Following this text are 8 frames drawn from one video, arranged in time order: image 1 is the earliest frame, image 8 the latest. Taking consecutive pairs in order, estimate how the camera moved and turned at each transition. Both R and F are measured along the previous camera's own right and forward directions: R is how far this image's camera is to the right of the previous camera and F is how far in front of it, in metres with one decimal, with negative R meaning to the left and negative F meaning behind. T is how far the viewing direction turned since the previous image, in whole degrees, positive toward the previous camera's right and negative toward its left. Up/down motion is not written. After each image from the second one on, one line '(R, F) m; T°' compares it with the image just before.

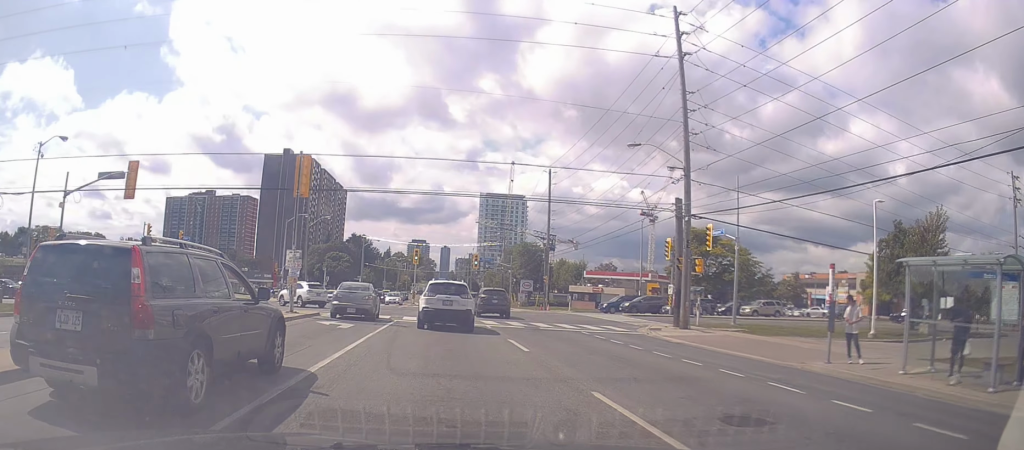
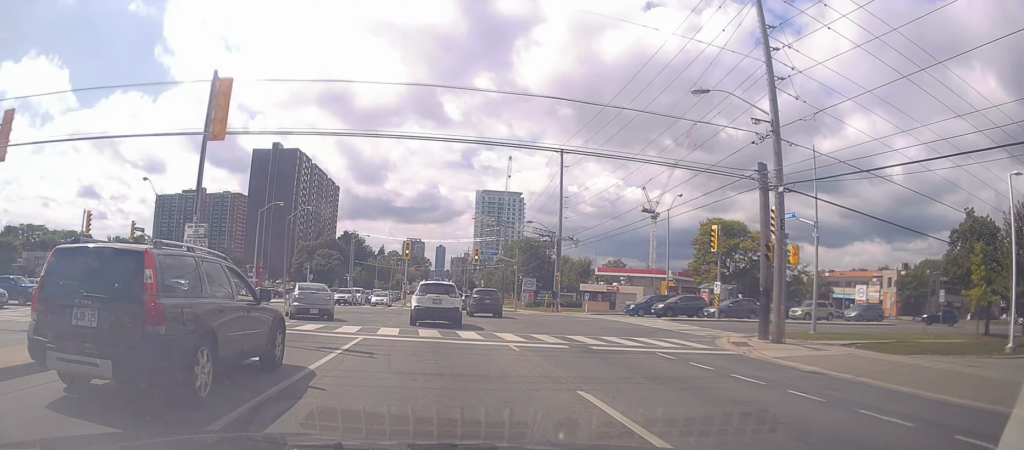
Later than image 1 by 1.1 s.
(+0.1, +8.6) m; +1°
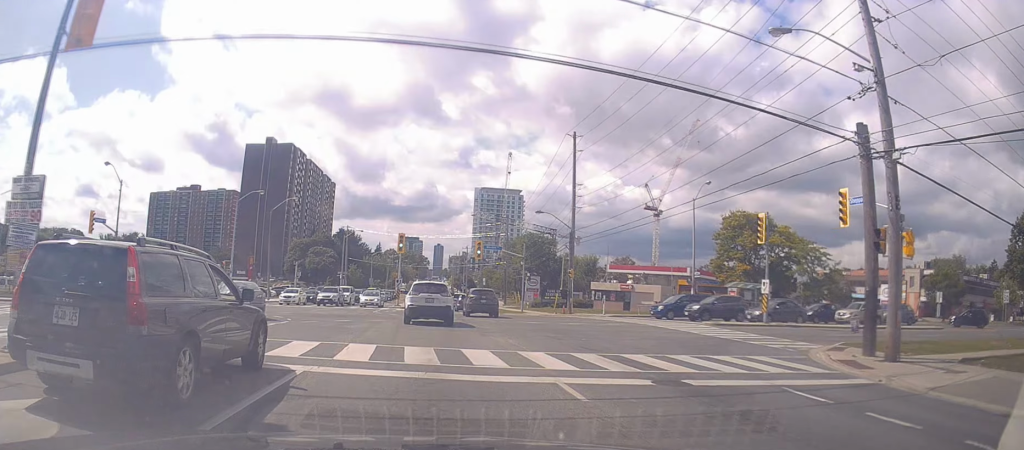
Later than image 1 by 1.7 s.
(+0.1, +5.9) m; -1°
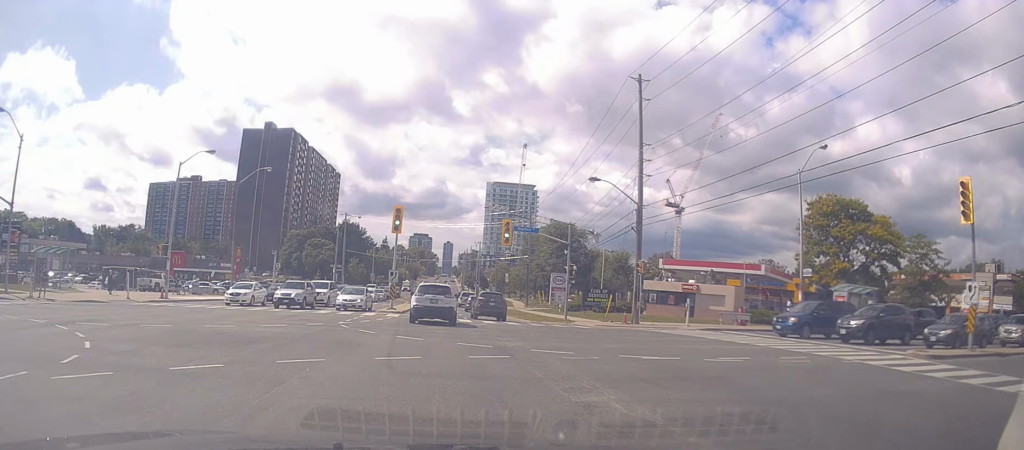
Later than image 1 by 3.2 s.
(-0.4, +14.2) m; -1°
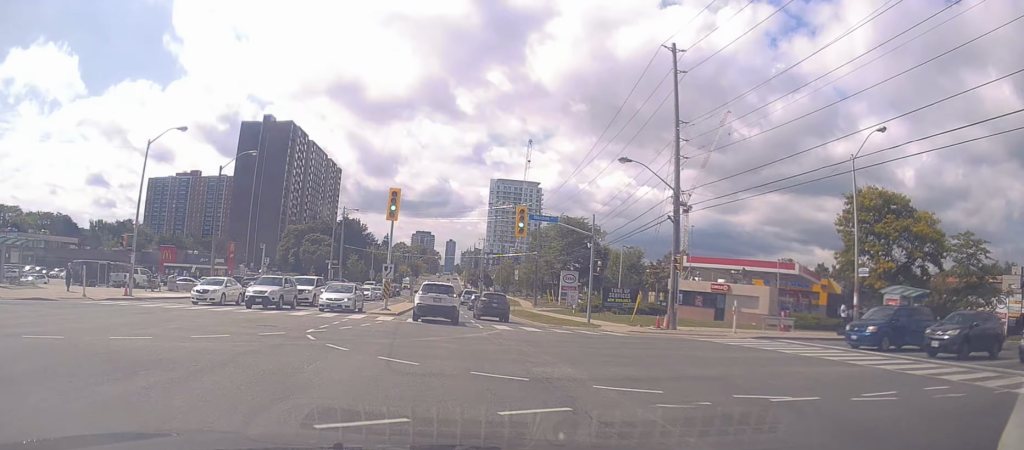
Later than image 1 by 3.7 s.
(0.0, +5.2) m; 0°
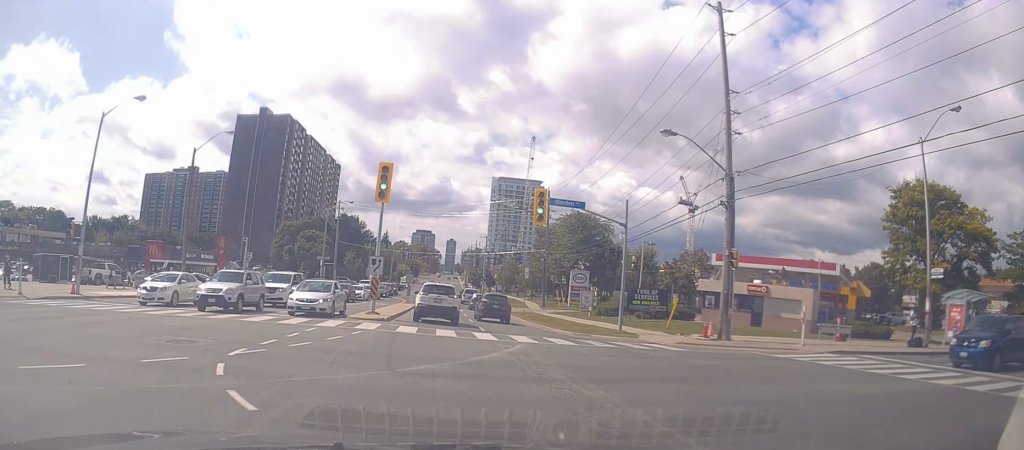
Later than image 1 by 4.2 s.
(+0.1, +5.7) m; 0°
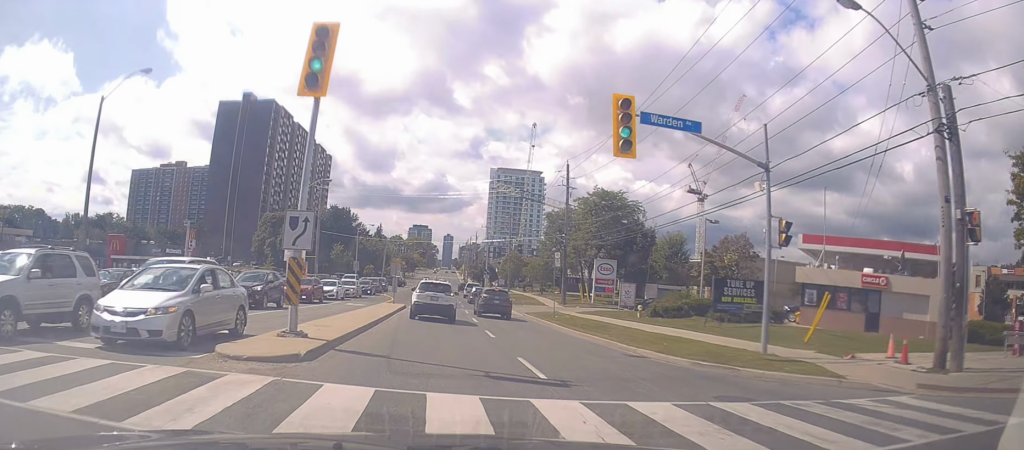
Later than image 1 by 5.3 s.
(+0.1, +12.5) m; -2°
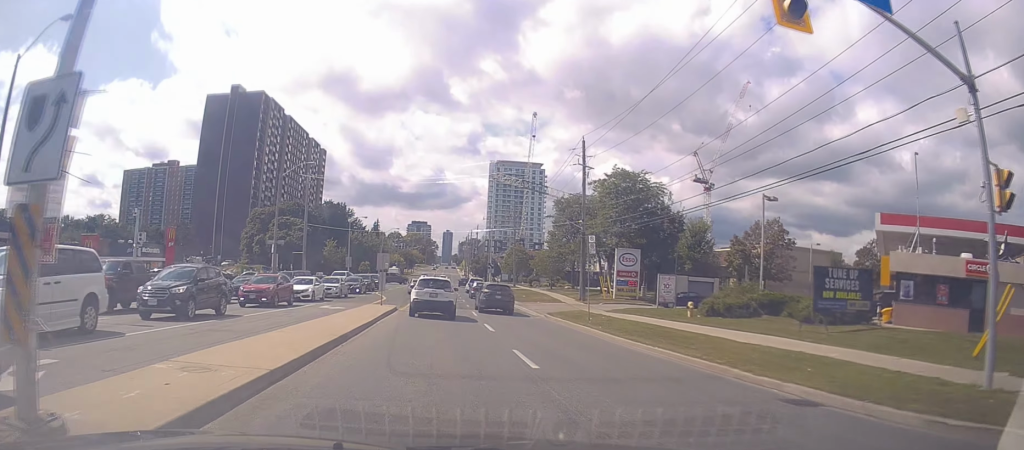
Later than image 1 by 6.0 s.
(-0.2, +7.6) m; -1°
